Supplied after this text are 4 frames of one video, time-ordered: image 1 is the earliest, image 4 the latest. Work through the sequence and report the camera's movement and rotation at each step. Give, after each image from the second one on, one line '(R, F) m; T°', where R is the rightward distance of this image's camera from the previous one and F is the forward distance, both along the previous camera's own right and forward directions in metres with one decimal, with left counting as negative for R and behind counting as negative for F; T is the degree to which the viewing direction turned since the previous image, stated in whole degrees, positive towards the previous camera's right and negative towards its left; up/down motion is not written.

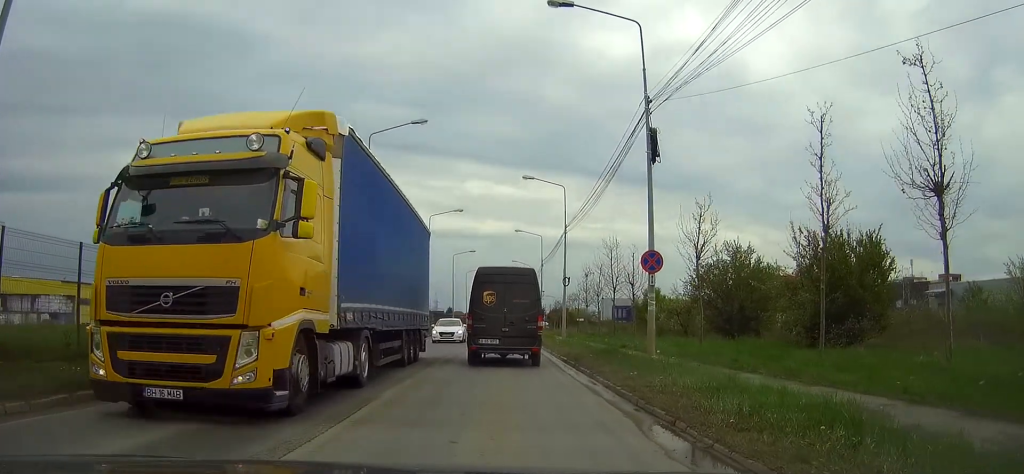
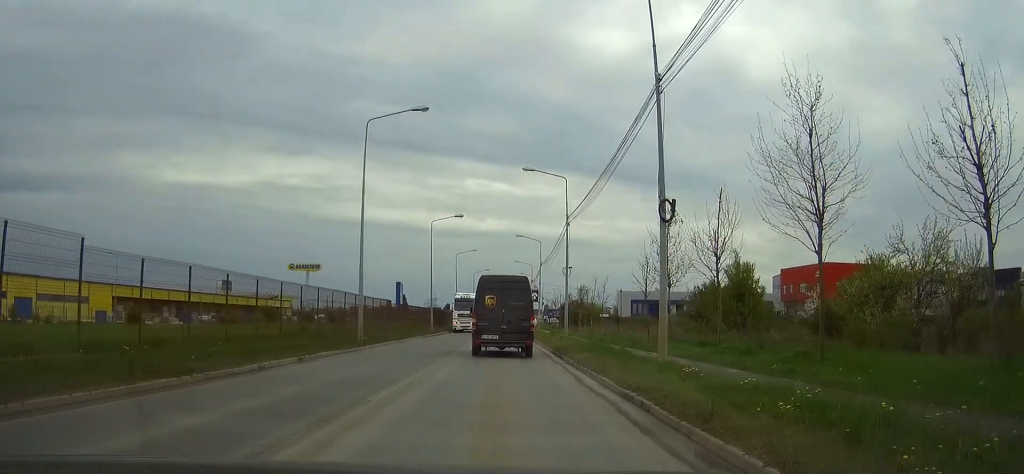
(+1.2, +27.0) m; +3°
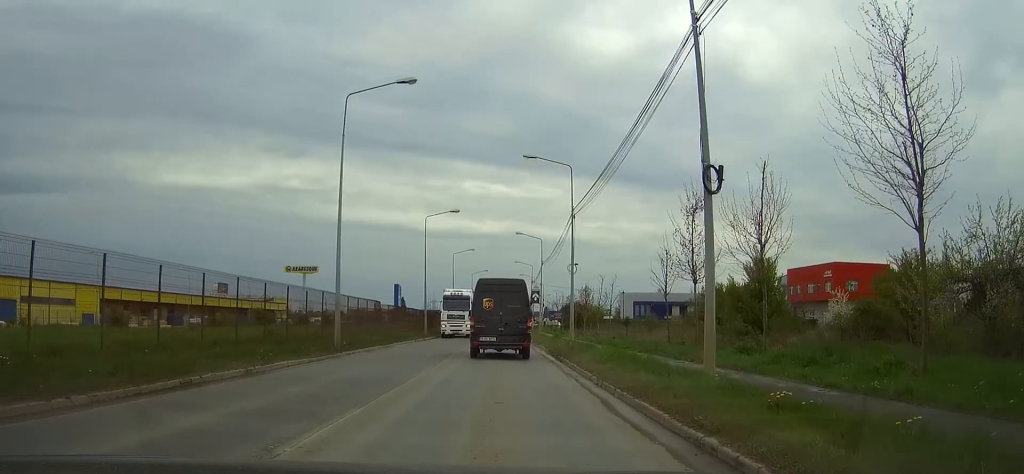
(0.0, +3.9) m; +1°
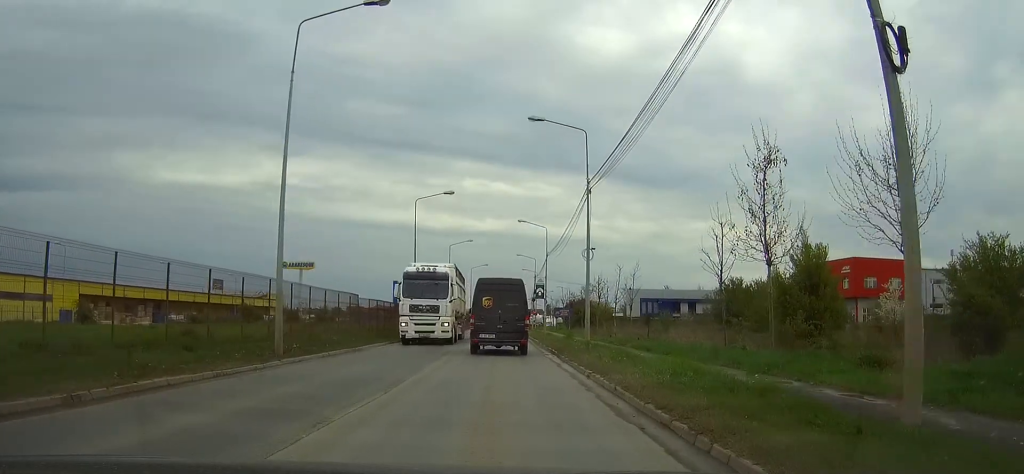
(+0.1, +6.6) m; +2°
